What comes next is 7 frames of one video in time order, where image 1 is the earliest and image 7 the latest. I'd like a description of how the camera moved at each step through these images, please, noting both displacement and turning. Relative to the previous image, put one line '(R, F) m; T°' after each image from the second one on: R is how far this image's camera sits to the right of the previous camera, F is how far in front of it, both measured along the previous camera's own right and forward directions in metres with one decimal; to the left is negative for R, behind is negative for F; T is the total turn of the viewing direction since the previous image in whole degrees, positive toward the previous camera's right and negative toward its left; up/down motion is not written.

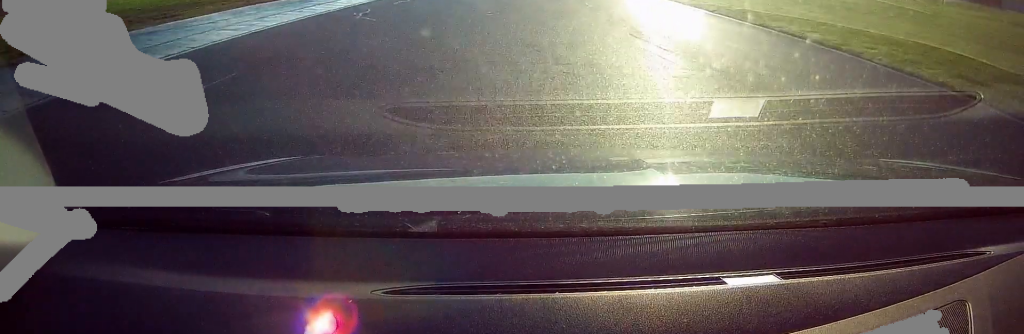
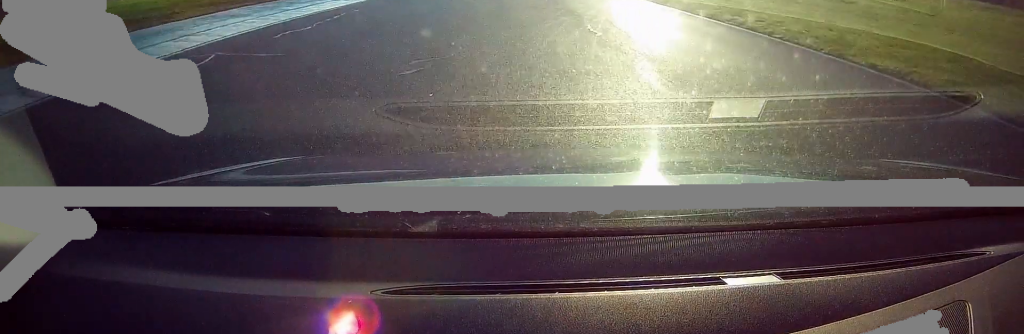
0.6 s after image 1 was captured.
(+0.2, +7.9) m; +2°
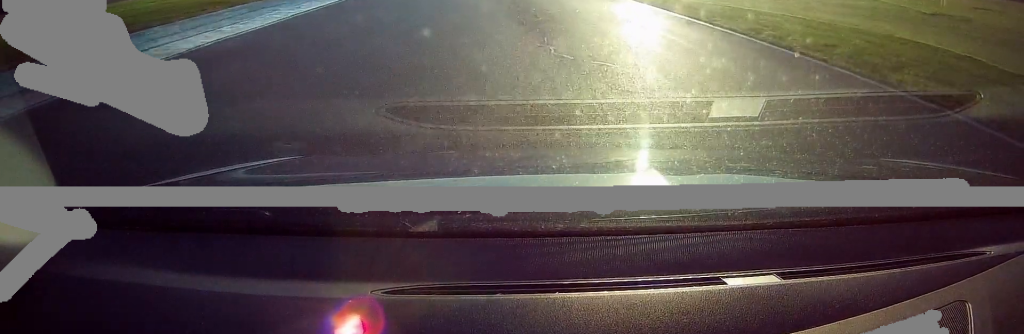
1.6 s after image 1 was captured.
(+0.3, +13.5) m; 0°
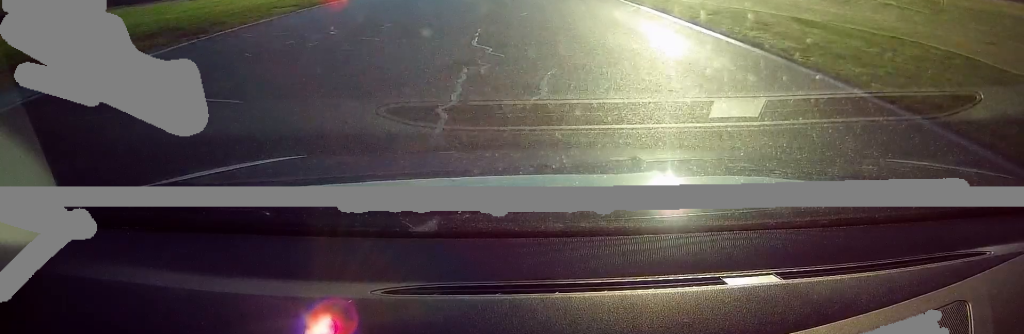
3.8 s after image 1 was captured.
(-1.1, +25.7) m; -3°
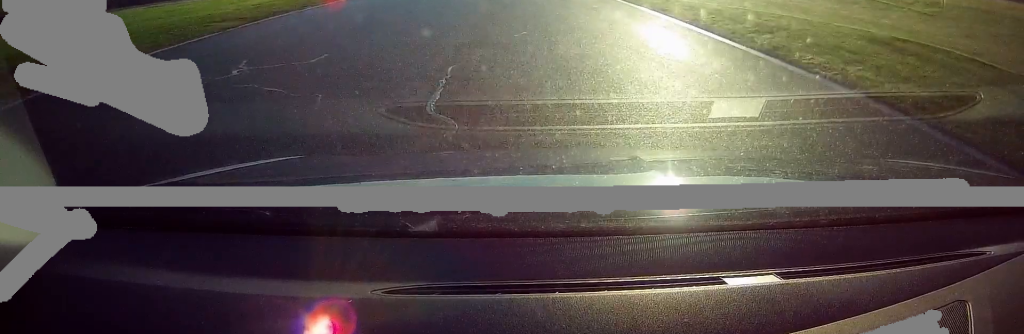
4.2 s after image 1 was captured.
(0.0, +4.5) m; +1°
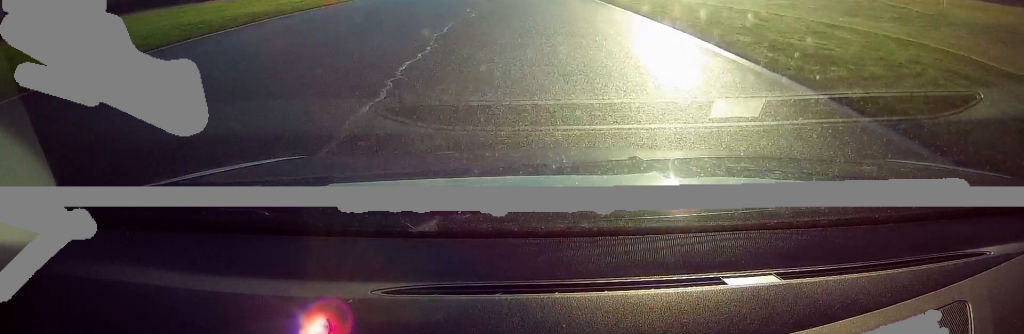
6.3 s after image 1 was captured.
(-0.2, +19.9) m; -1°
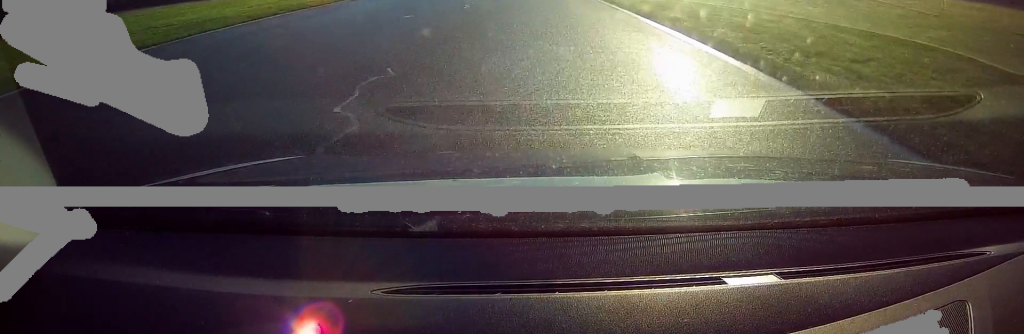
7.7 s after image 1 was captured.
(+0.3, +12.9) m; +1°
